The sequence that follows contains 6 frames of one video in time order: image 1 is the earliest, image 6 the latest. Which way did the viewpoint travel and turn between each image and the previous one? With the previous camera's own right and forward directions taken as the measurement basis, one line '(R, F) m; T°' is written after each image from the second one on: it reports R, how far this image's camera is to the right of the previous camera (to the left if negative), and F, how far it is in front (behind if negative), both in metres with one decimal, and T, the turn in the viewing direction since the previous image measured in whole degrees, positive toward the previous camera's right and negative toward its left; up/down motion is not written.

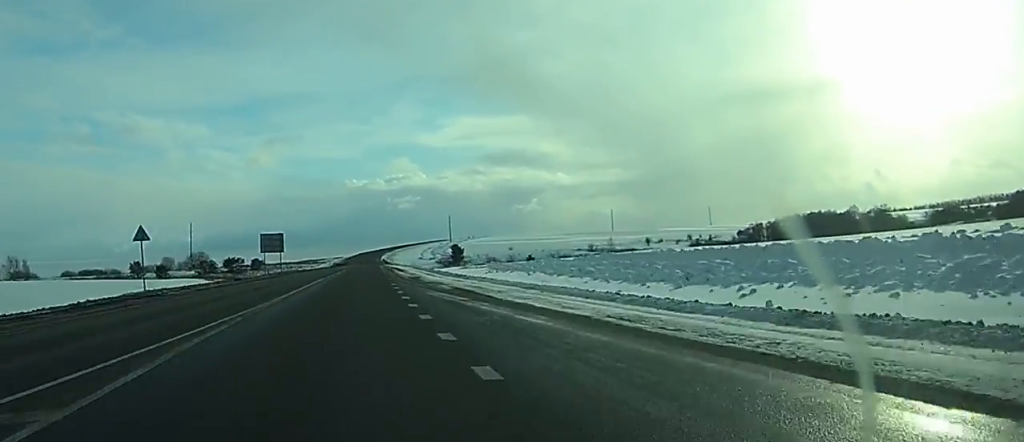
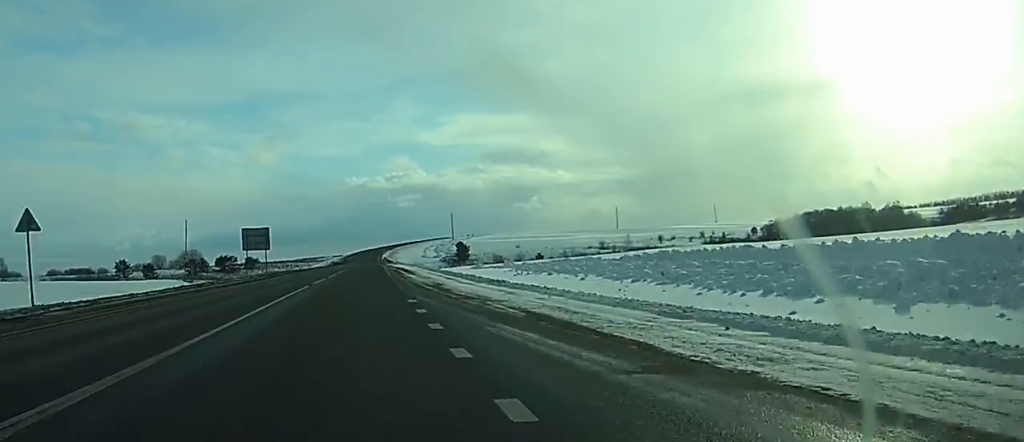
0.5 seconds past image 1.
(0.0, +14.3) m; 0°
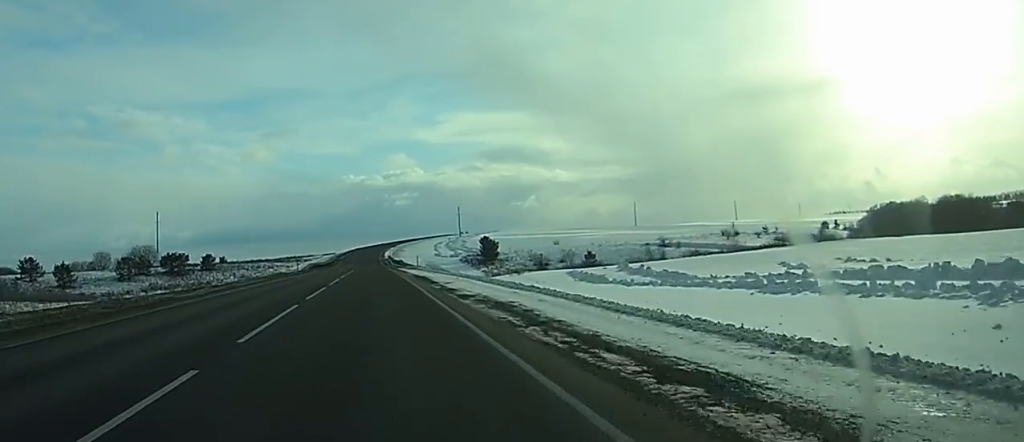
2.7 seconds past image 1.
(-0.2, +62.4) m; -1°
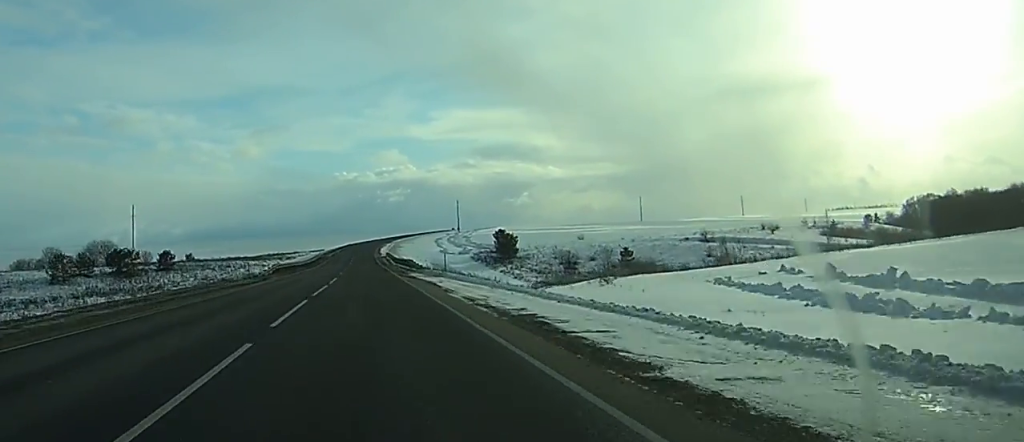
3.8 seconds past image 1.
(0.0, +33.8) m; 0°
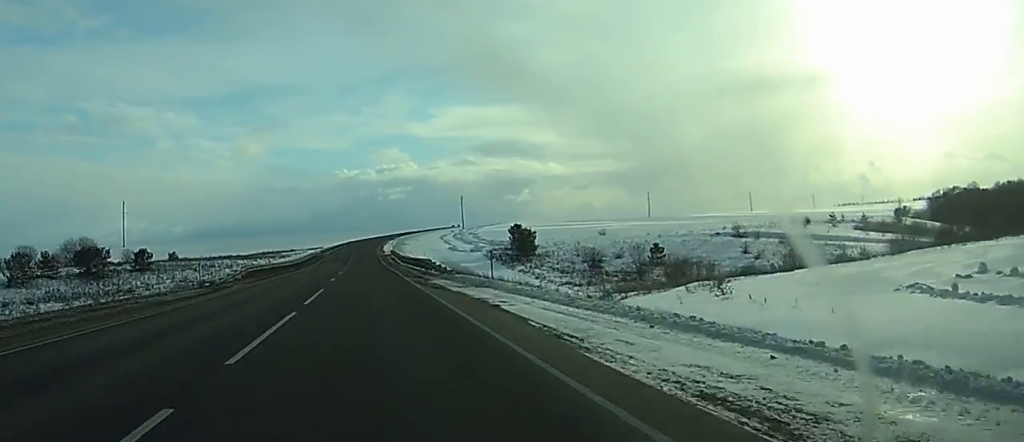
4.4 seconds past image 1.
(0.0, +17.4) m; 0°
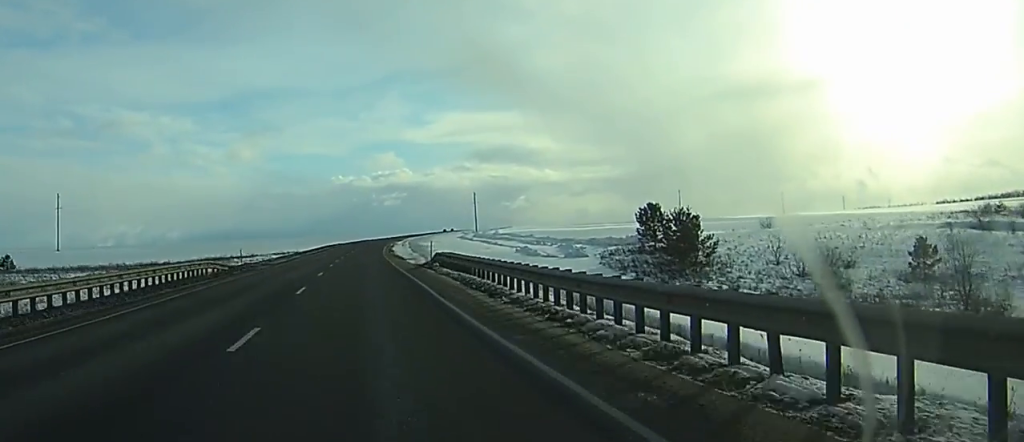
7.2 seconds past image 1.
(+0.2, +79.4) m; 0°
